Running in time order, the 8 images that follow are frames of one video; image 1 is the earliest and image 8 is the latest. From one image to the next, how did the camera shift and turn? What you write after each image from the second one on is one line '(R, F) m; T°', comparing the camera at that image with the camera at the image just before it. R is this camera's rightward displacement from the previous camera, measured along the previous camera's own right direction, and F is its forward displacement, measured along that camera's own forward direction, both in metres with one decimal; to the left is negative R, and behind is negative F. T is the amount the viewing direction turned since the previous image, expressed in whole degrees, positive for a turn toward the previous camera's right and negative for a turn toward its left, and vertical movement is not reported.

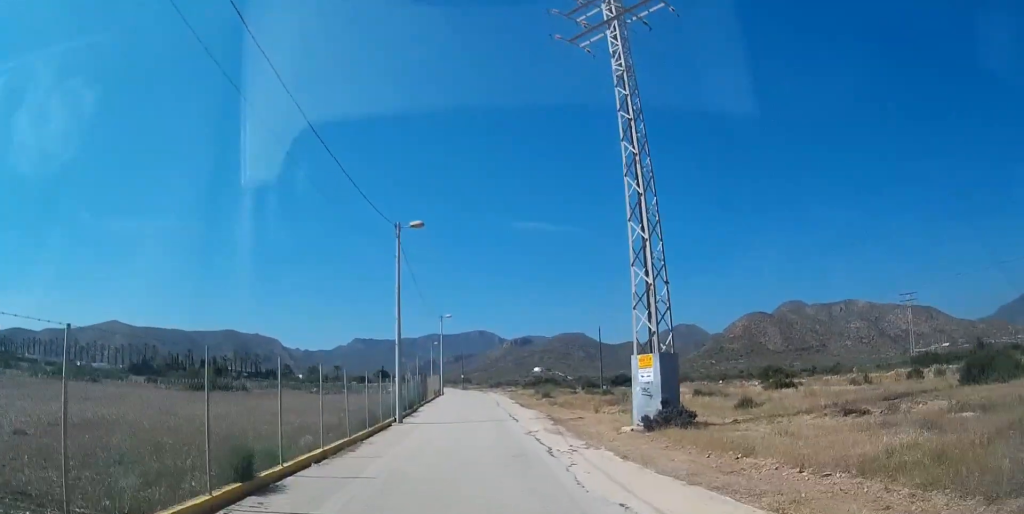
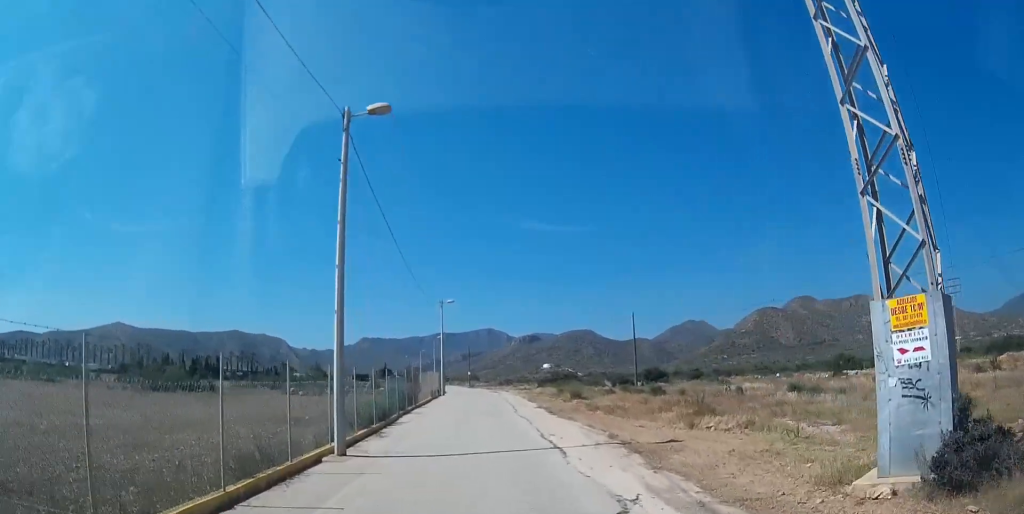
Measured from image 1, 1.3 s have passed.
(+0.2, +11.7) m; +1°
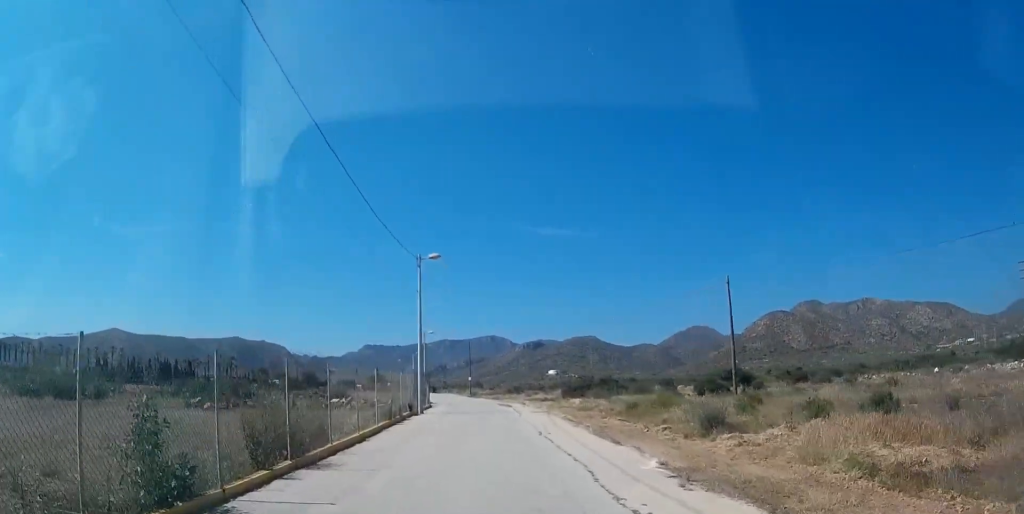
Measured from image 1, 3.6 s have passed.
(-0.4, +20.6) m; -1°
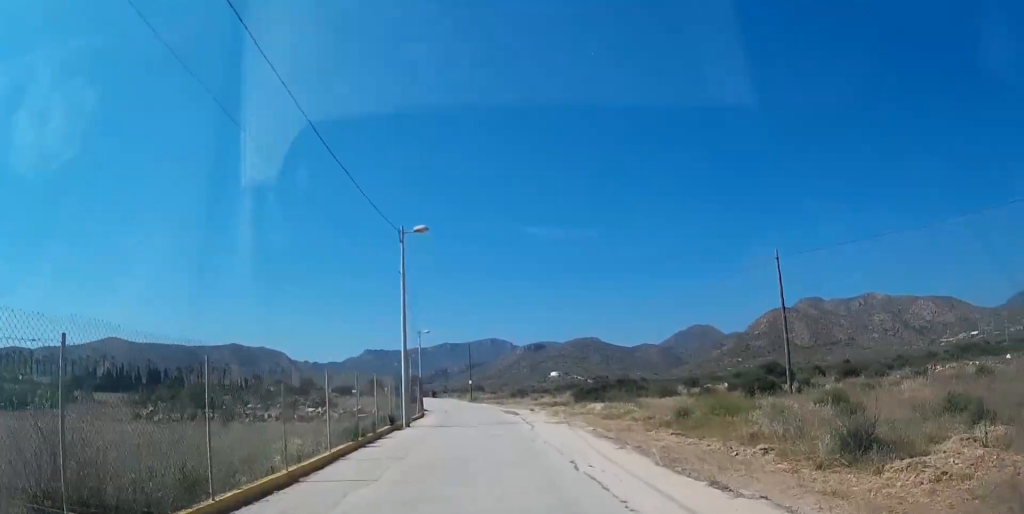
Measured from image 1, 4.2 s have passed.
(0.0, +6.0) m; +1°
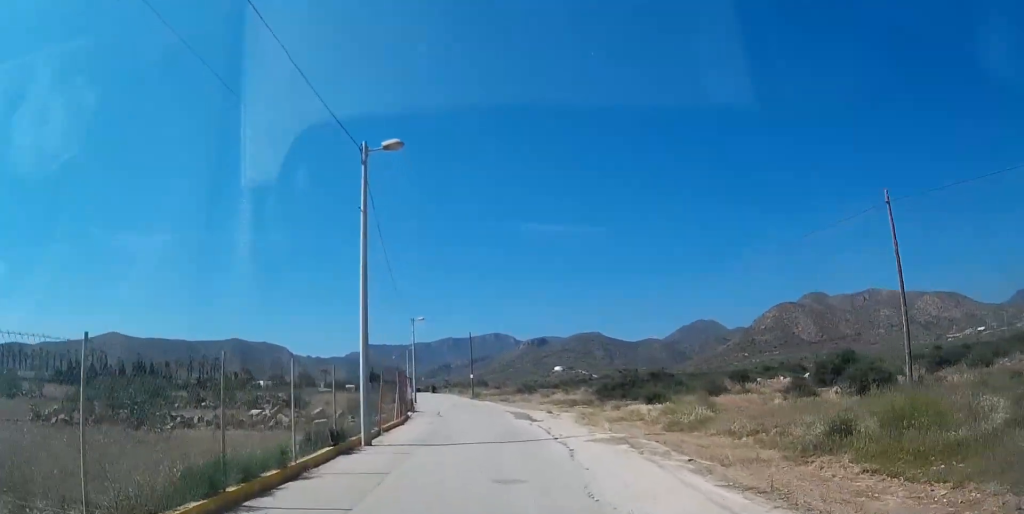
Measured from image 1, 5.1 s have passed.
(+0.1, +8.4) m; +1°
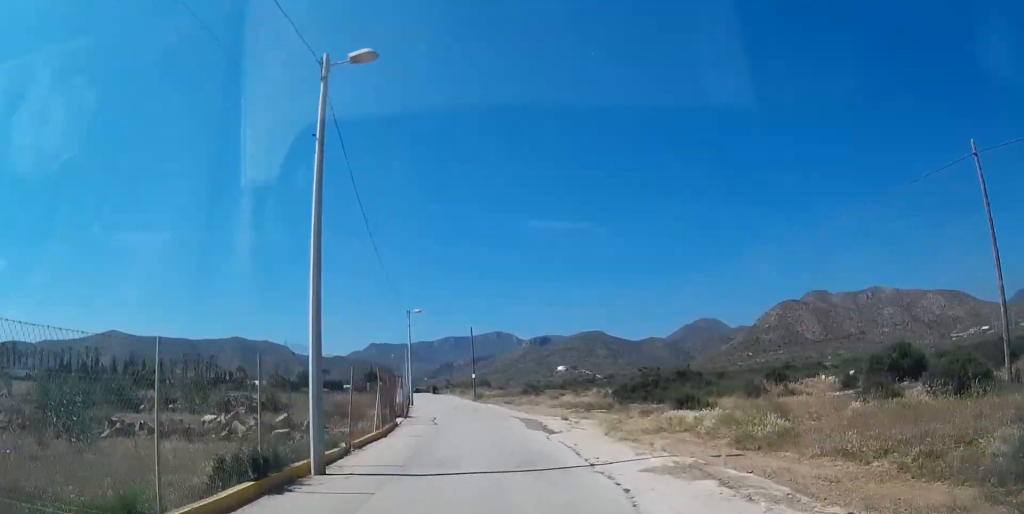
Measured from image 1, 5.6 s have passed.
(+0.1, +4.6) m; 0°
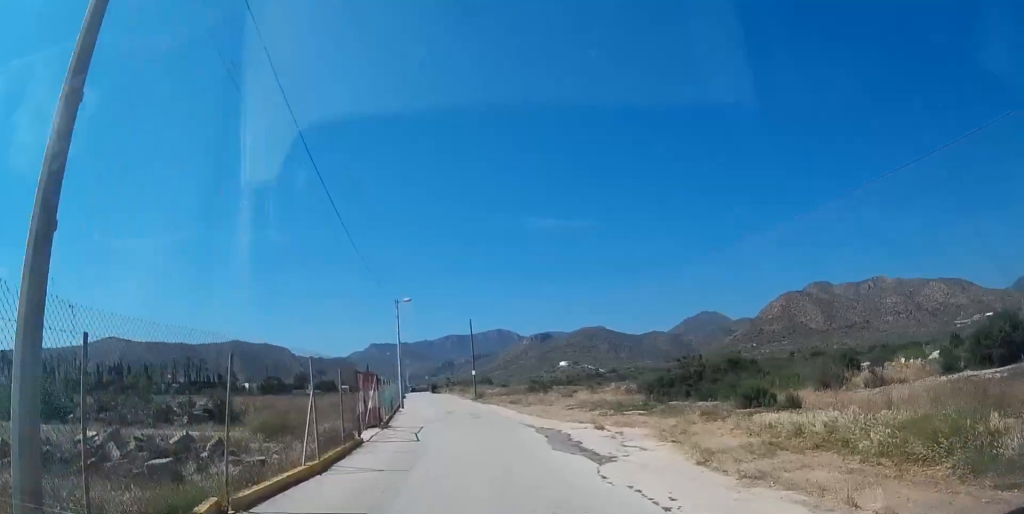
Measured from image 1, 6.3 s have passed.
(0.0, +7.0) m; 0°
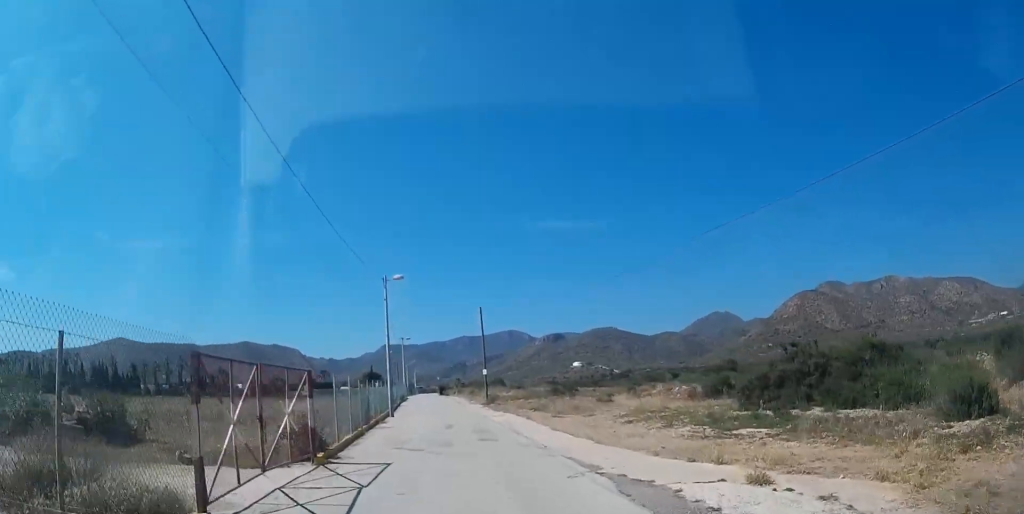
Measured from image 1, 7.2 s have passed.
(0.0, +9.9) m; -1°
